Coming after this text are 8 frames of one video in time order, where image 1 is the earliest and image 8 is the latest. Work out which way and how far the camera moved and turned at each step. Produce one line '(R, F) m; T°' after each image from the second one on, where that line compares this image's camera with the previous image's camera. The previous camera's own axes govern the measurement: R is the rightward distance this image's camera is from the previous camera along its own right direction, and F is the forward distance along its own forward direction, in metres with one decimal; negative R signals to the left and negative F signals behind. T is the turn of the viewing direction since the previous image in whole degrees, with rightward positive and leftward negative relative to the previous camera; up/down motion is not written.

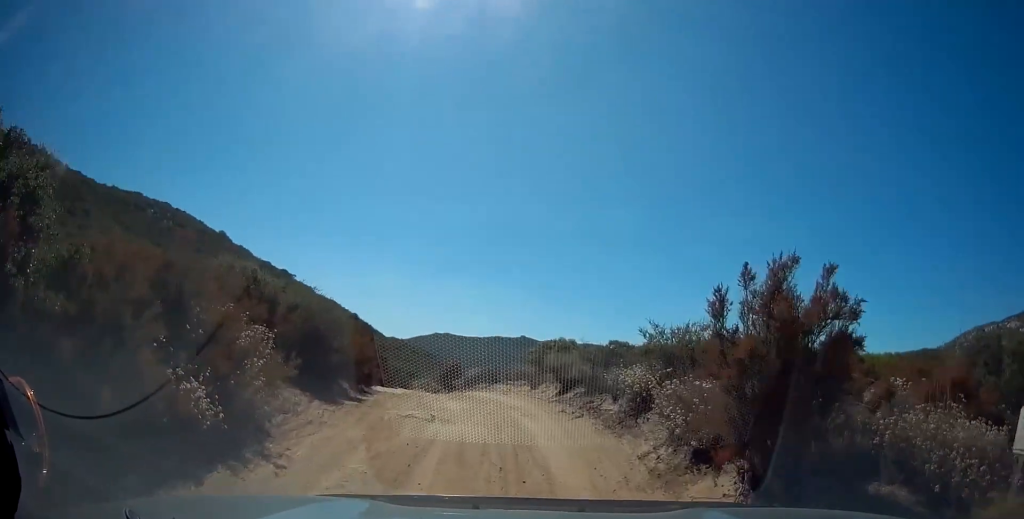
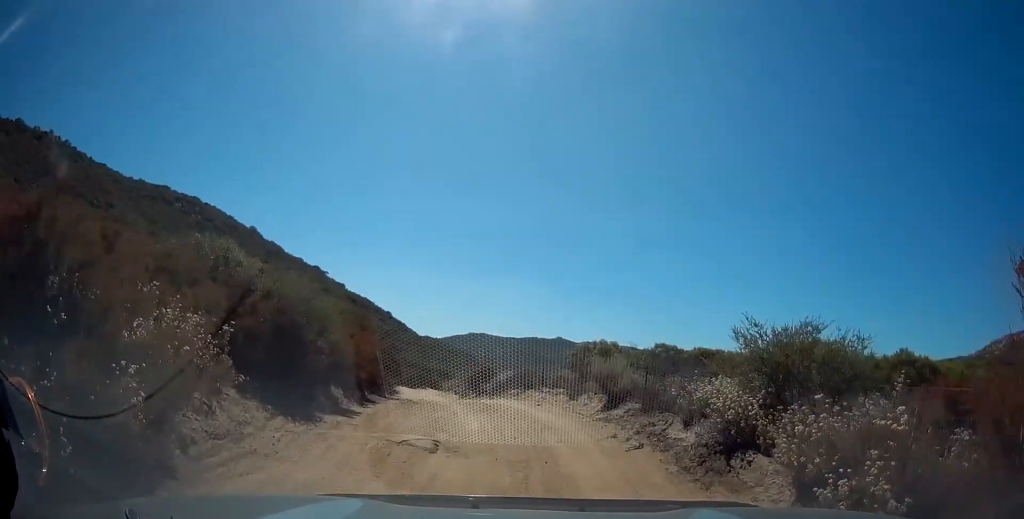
(-0.2, +3.3) m; -3°
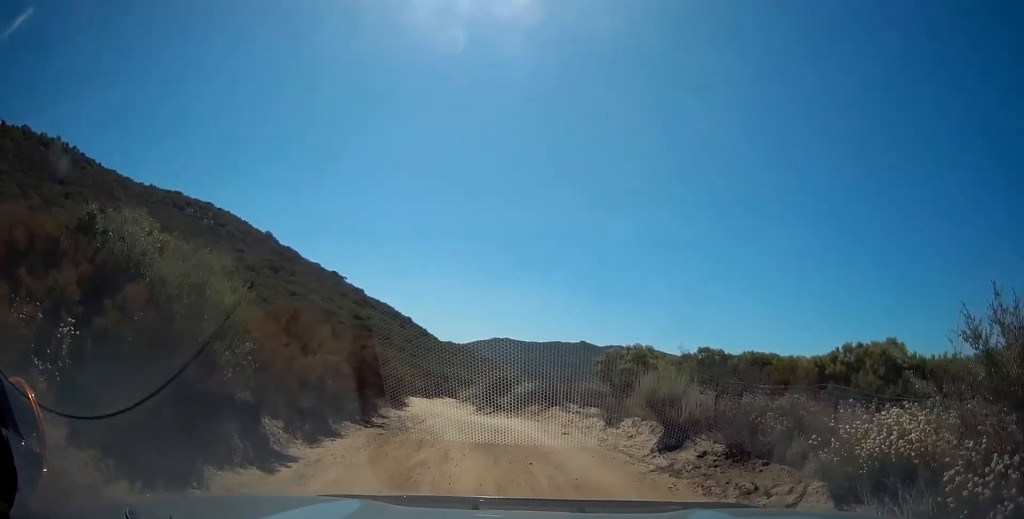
(-0.2, +4.4) m; -3°
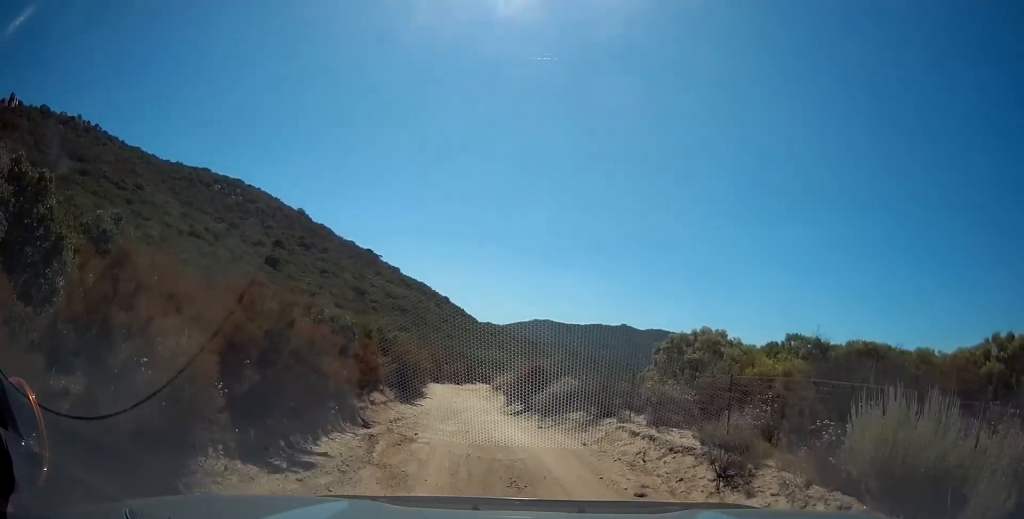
(-0.1, +6.4) m; -2°
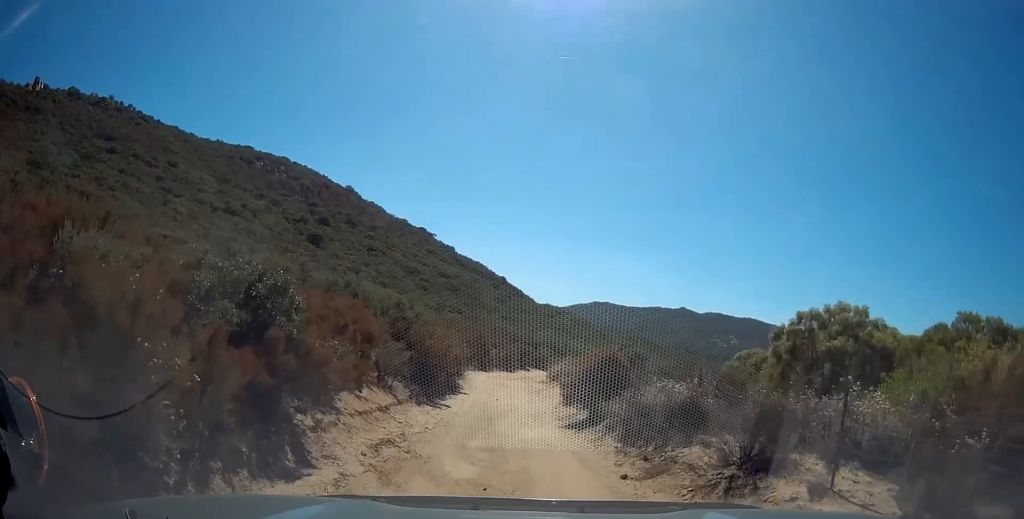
(-0.4, +7.4) m; -7°
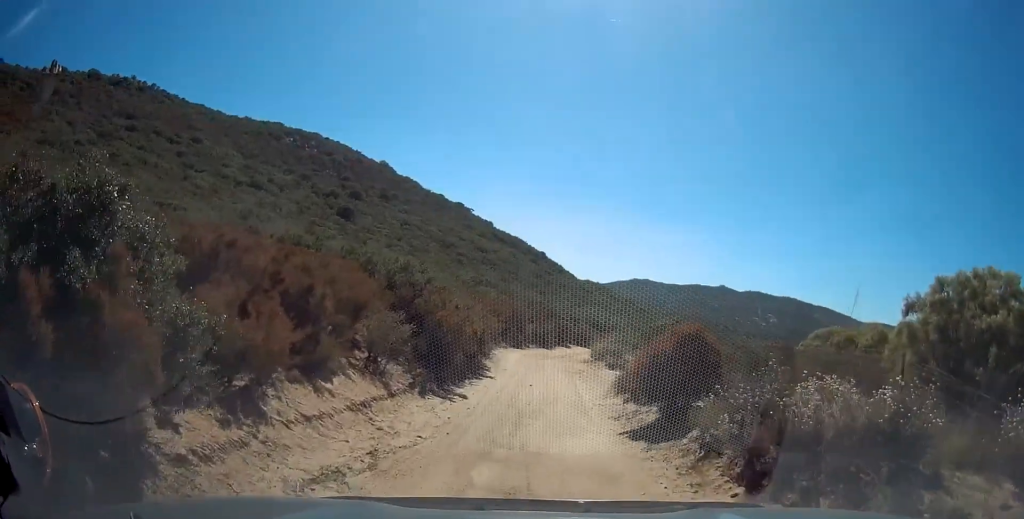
(-0.2, +5.2) m; -2°
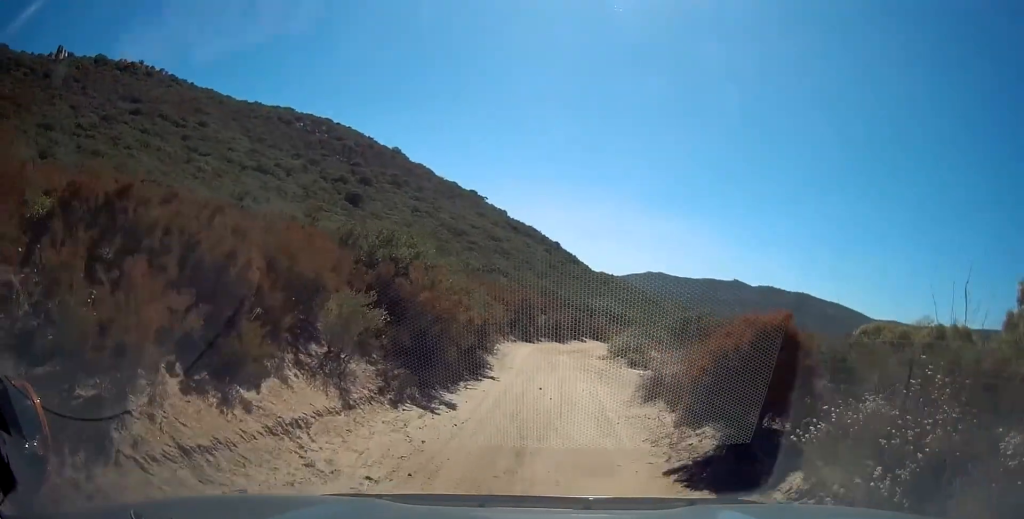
(0.0, +3.4) m; 0°
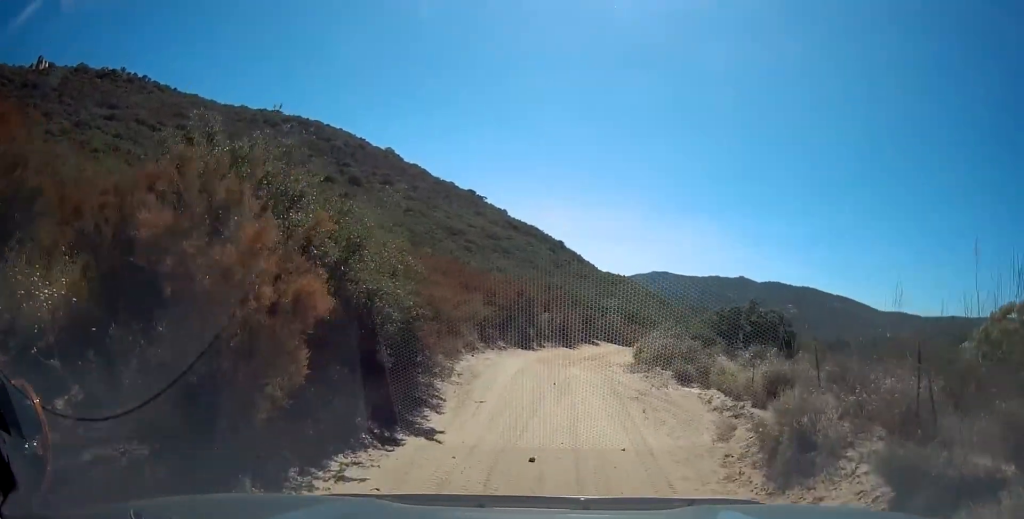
(0.0, +9.0) m; 0°
